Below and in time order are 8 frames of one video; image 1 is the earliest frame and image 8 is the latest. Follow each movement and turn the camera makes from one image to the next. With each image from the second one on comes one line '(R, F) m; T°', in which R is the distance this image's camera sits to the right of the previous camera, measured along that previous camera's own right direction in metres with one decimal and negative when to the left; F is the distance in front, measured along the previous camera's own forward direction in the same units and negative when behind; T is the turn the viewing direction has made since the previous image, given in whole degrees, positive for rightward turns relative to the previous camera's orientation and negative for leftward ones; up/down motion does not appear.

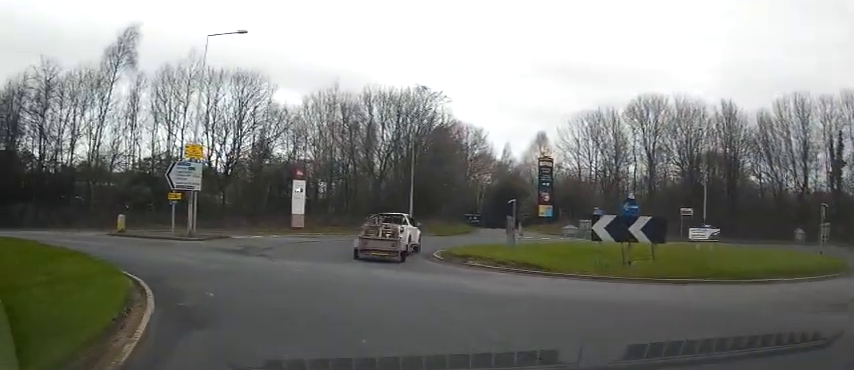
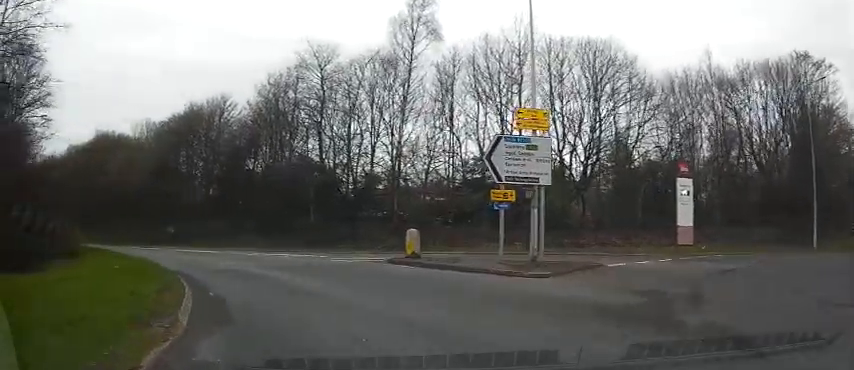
(-3.2, +9.8) m; -37°
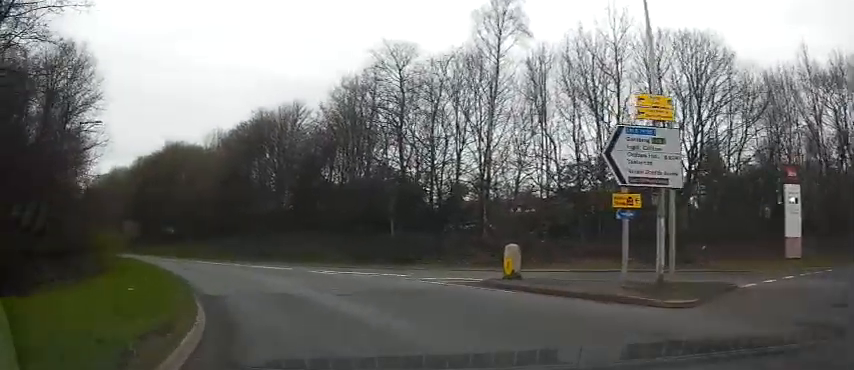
(0.0, +2.5) m; -9°
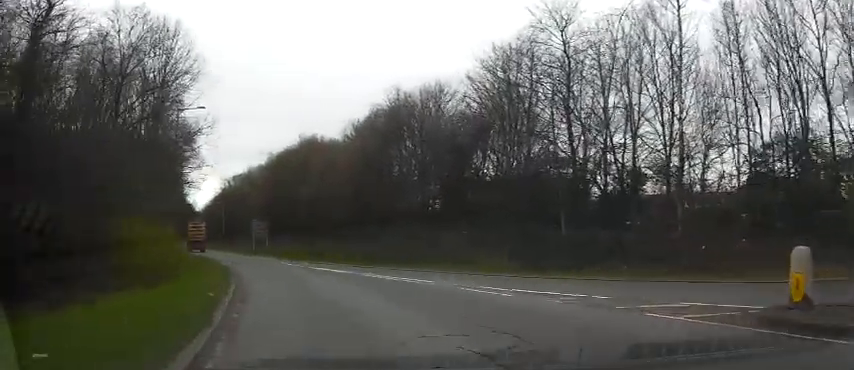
(-0.9, +5.4) m; -16°
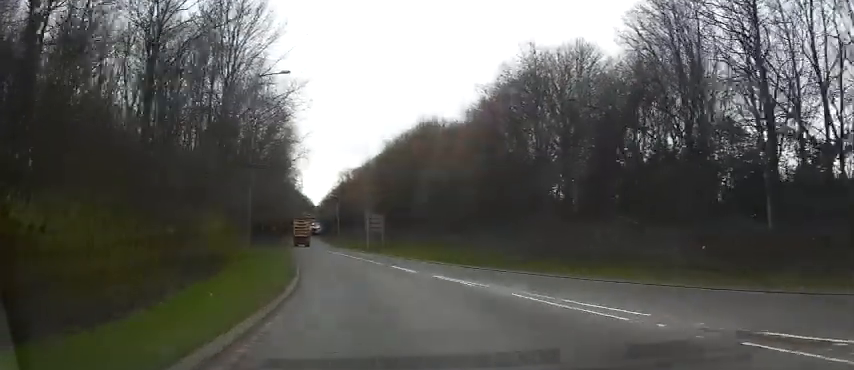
(-0.6, +6.8) m; -12°
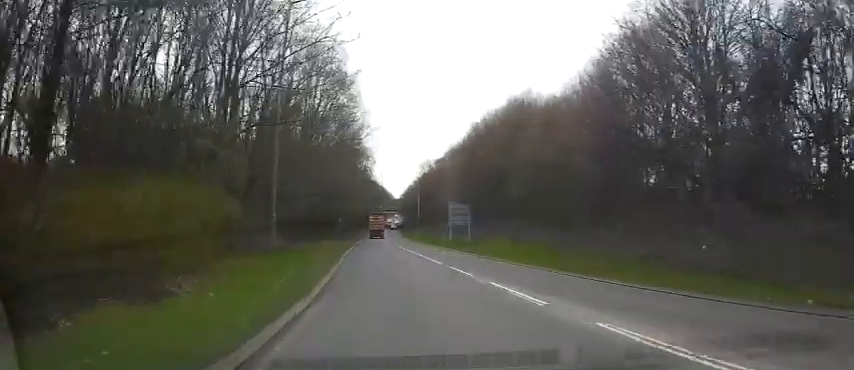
(-0.9, +9.0) m; -6°
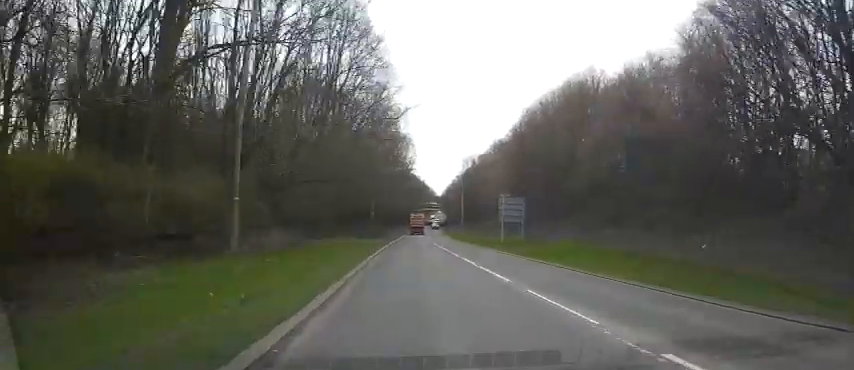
(+0.3, +7.8) m; -12°
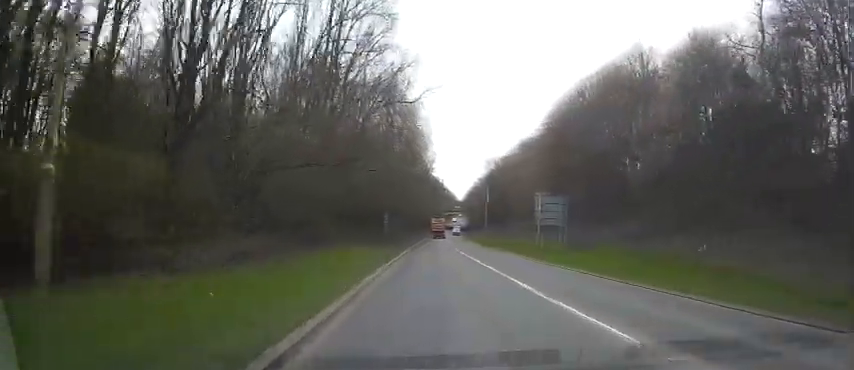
(-1.4, +7.1) m; -6°
